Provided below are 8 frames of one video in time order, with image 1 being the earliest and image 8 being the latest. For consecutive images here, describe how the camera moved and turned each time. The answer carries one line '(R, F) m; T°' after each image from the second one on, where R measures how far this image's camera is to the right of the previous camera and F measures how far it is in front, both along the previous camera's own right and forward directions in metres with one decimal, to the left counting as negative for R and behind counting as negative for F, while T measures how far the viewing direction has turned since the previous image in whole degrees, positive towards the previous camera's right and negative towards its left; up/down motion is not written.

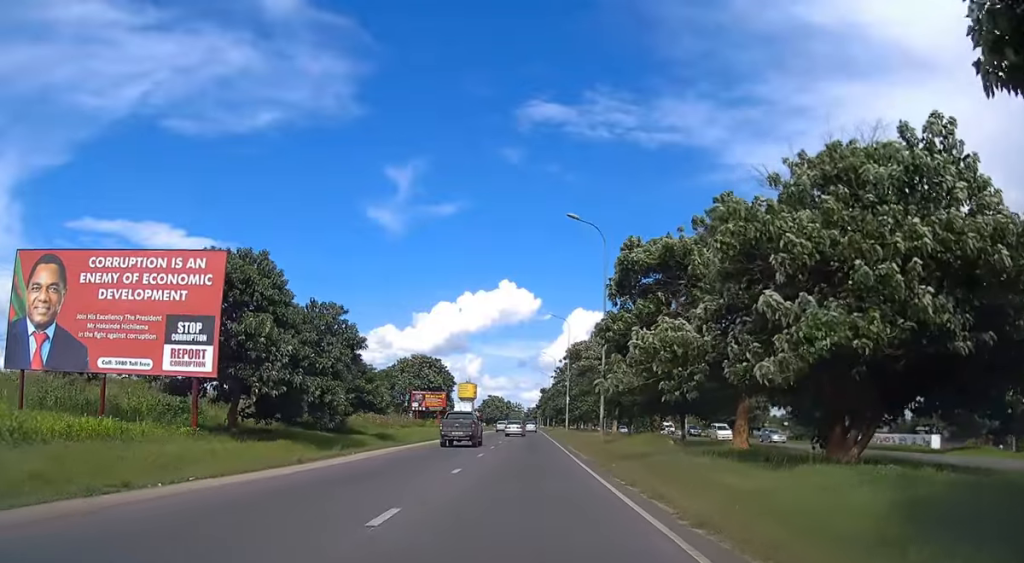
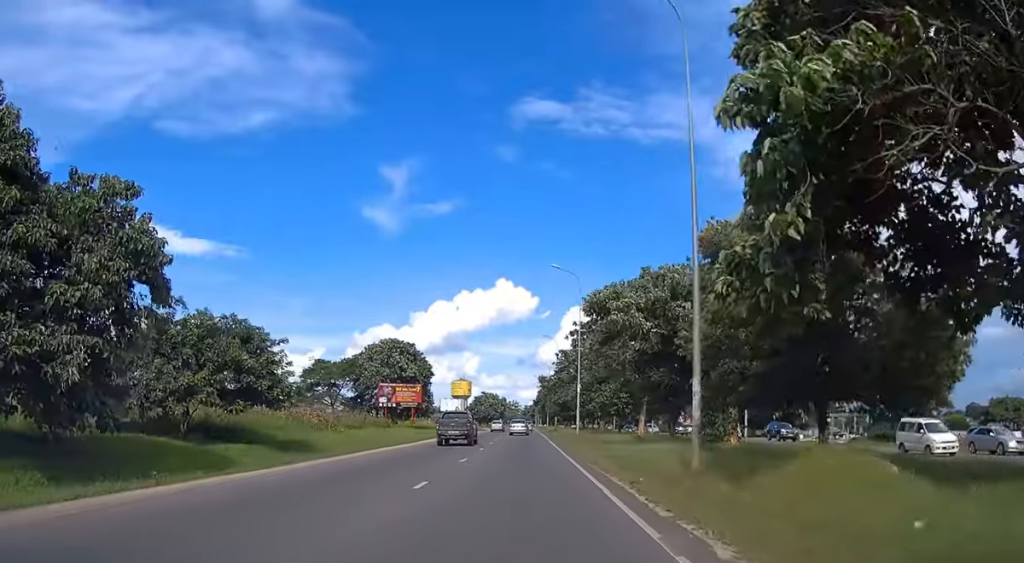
(+0.2, +22.2) m; +1°
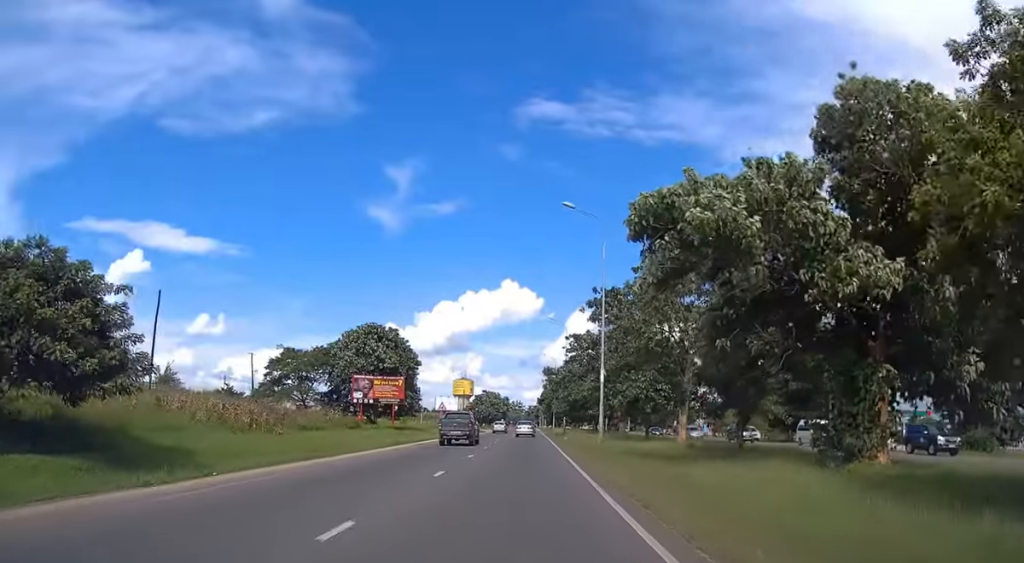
(0.0, +14.9) m; 0°
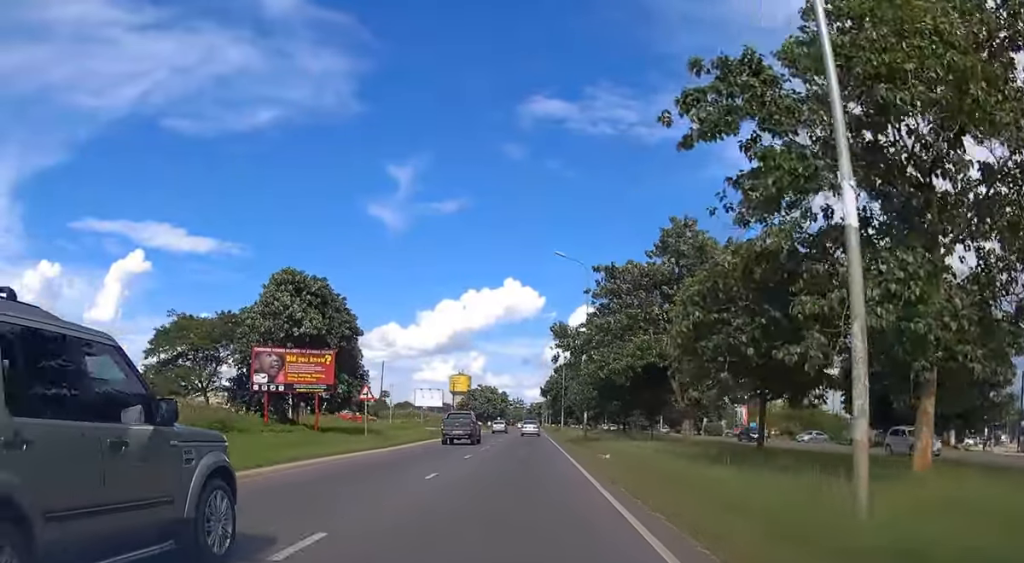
(-0.1, +28.0) m; -1°
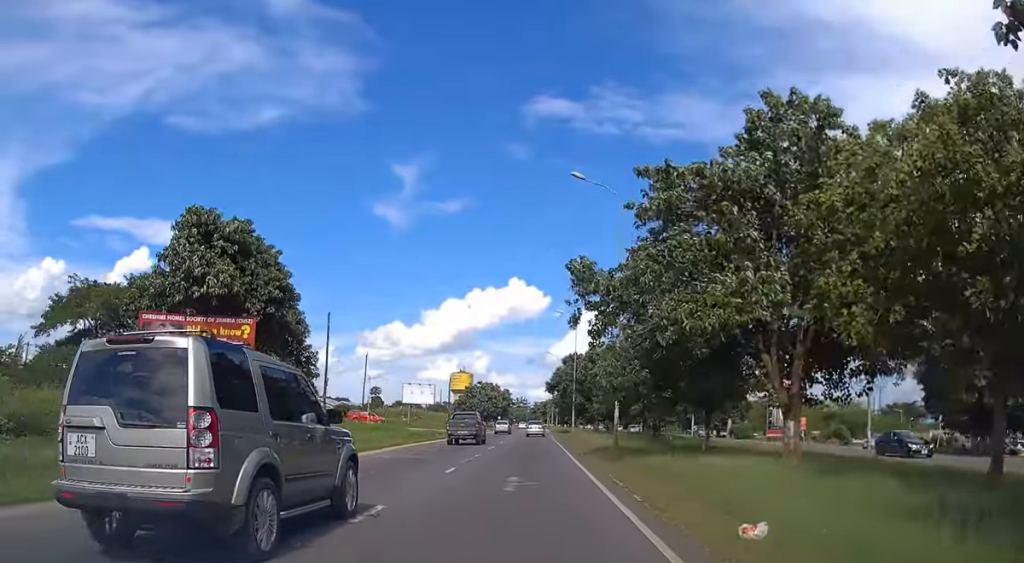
(+0.1, +15.5) m; 0°
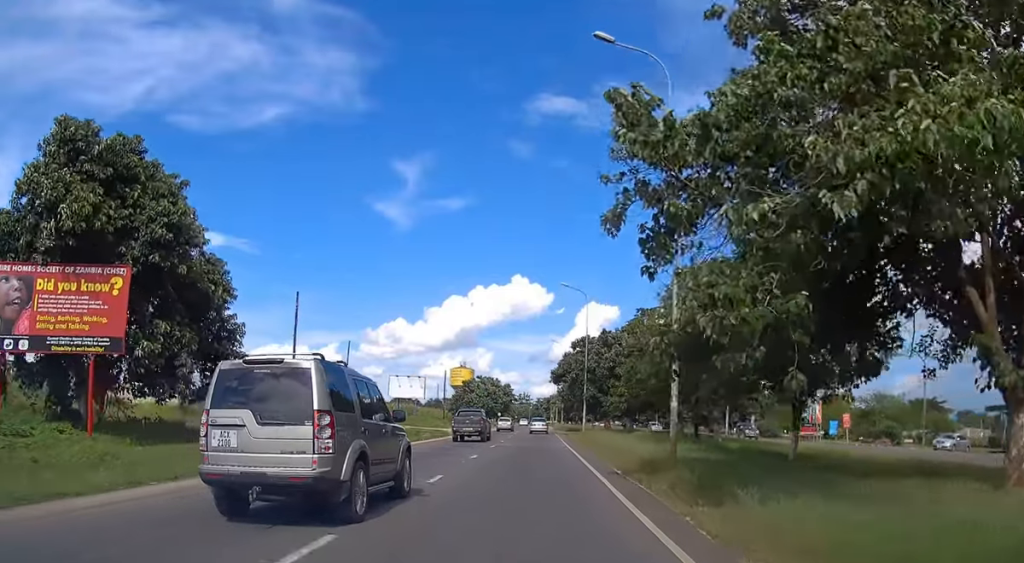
(0.0, +12.2) m; 0°
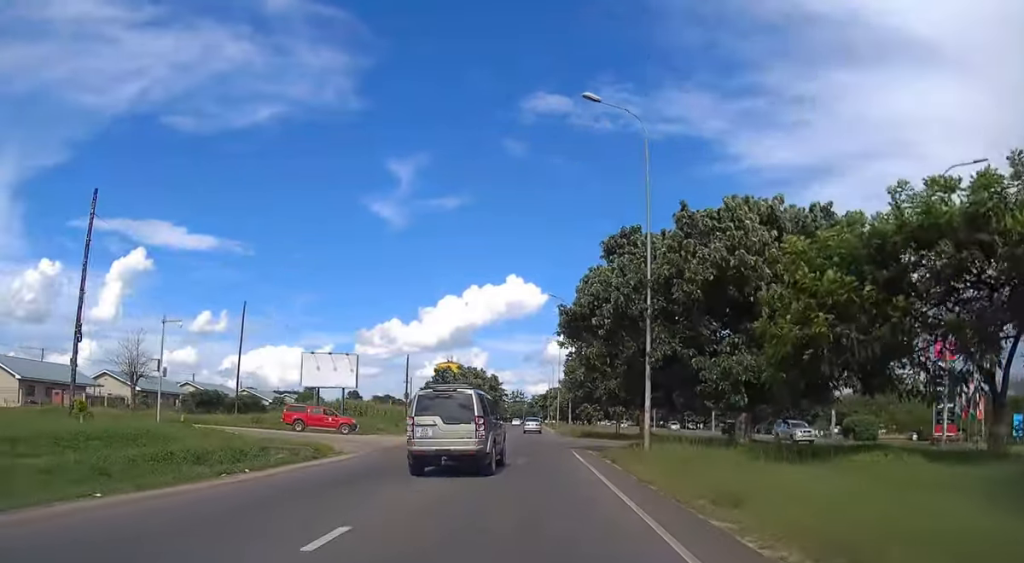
(-0.1, +35.0) m; 0°
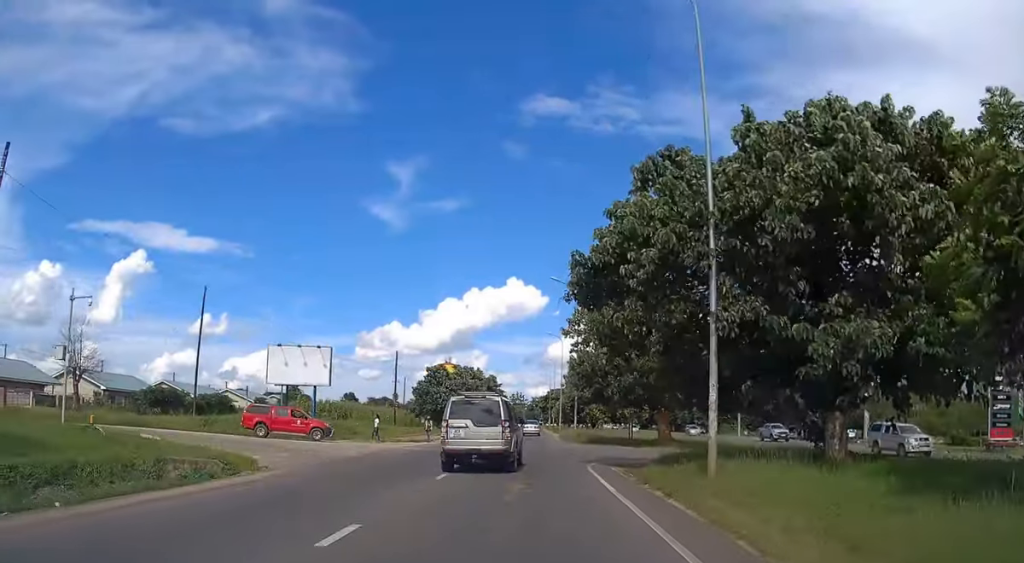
(0.0, +8.5) m; 0°
